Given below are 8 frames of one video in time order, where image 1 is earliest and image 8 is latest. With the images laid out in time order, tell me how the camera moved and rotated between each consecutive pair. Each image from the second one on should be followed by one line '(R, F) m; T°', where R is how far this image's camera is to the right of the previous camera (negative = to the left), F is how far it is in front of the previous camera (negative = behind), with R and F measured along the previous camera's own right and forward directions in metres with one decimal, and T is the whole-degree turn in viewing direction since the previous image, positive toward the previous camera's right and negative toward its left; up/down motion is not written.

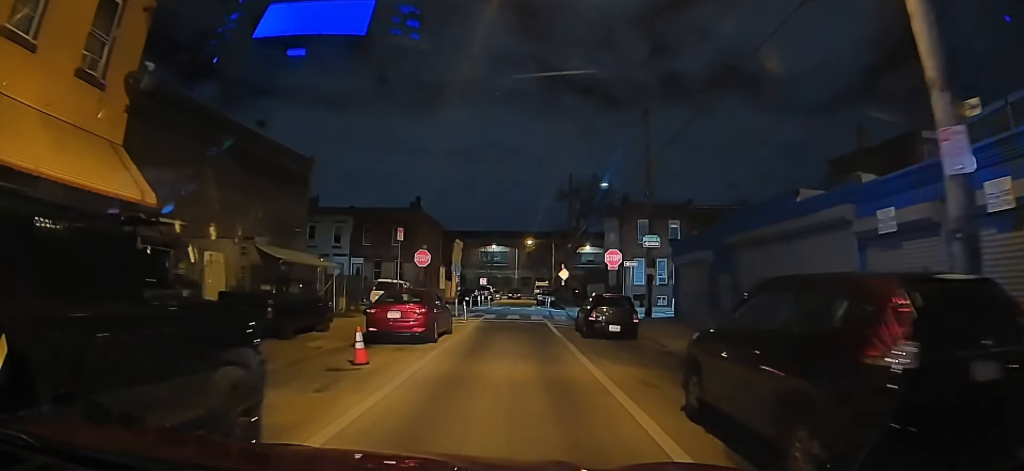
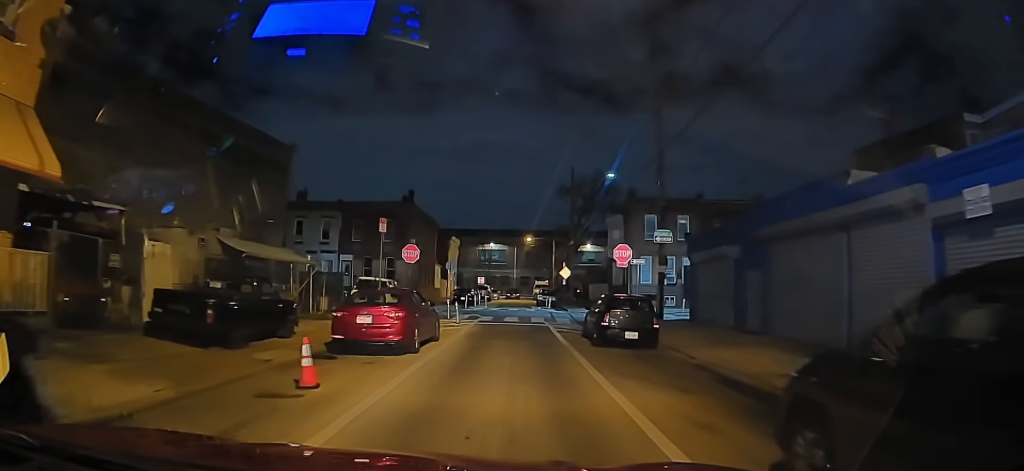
(0.0, +2.6) m; -1°
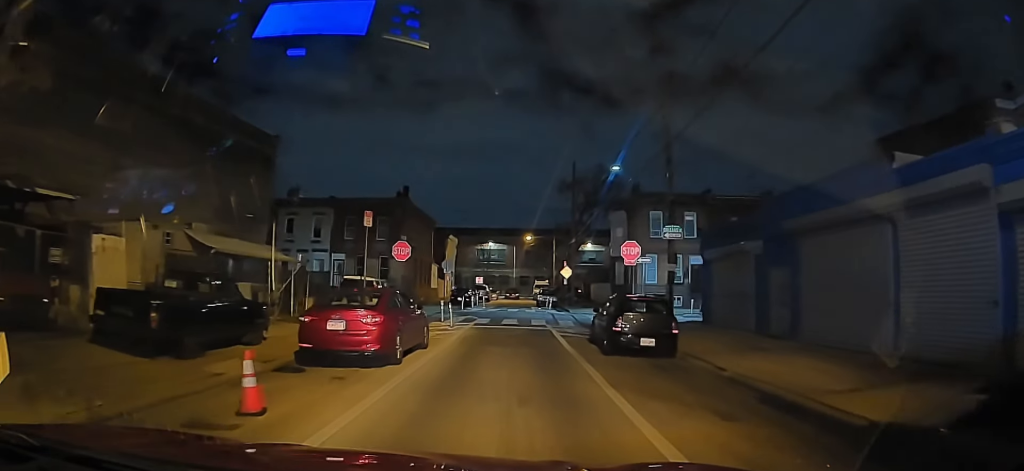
(-0.1, +1.8) m; -1°
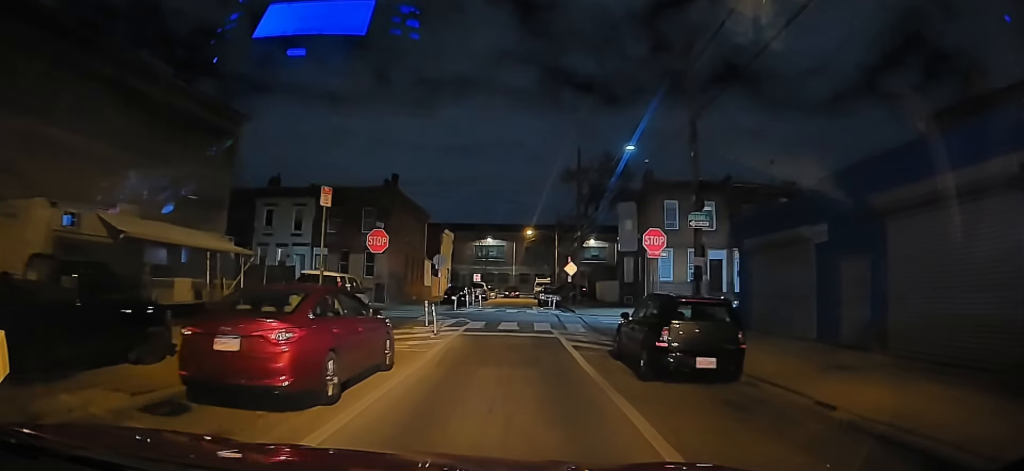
(0.0, +3.9) m; 0°
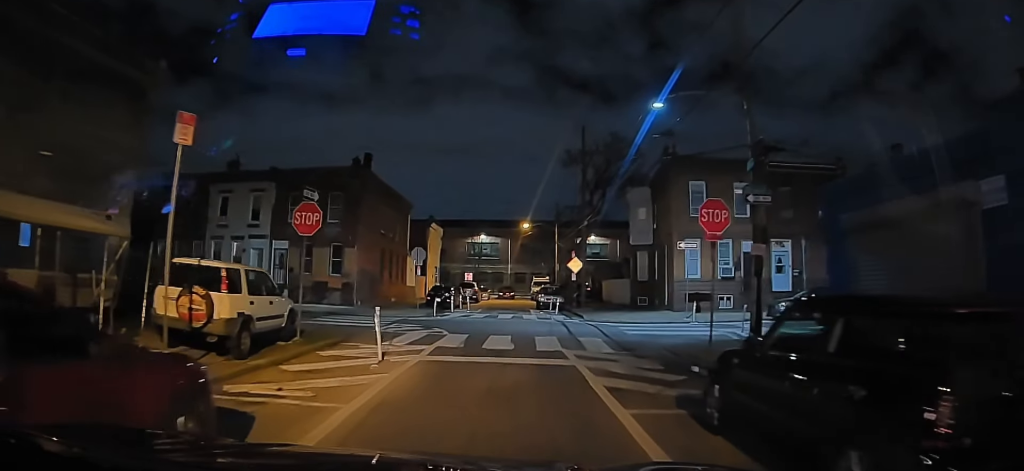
(0.0, +5.6) m; +2°
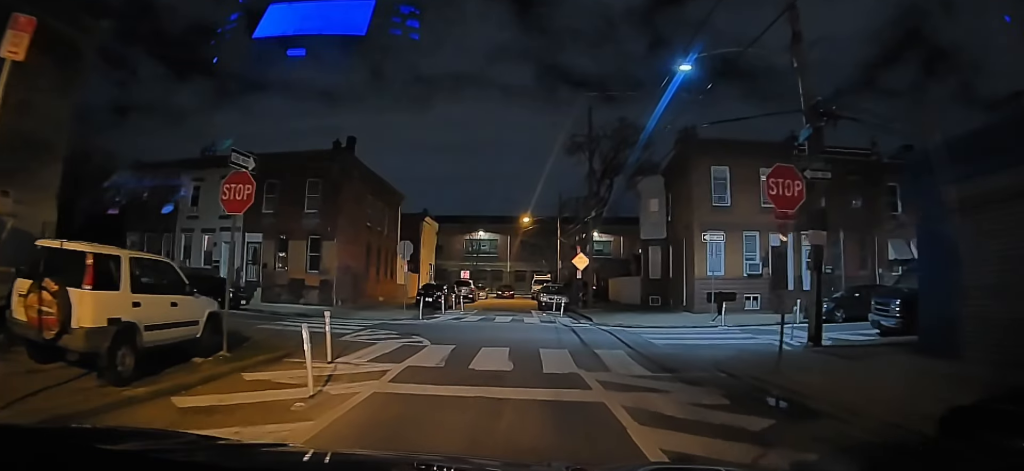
(+0.1, +2.8) m; -2°
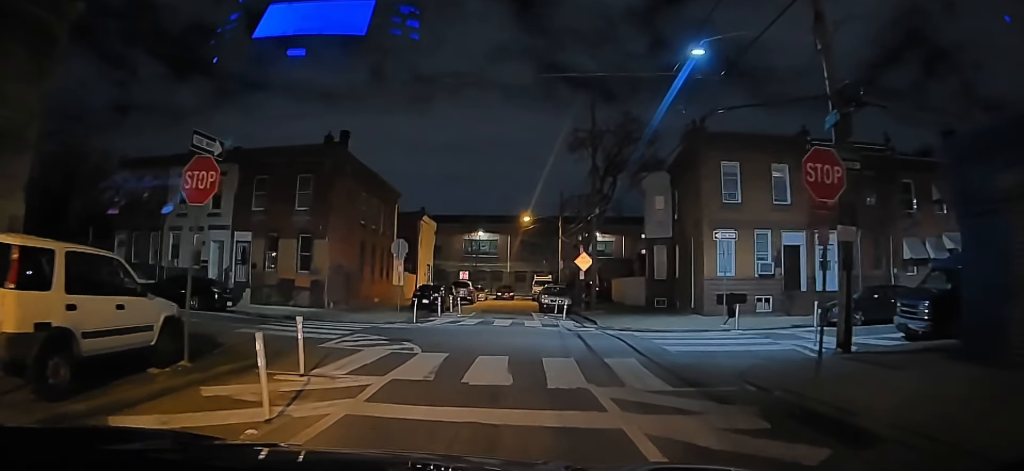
(-0.1, +0.9) m; -5°
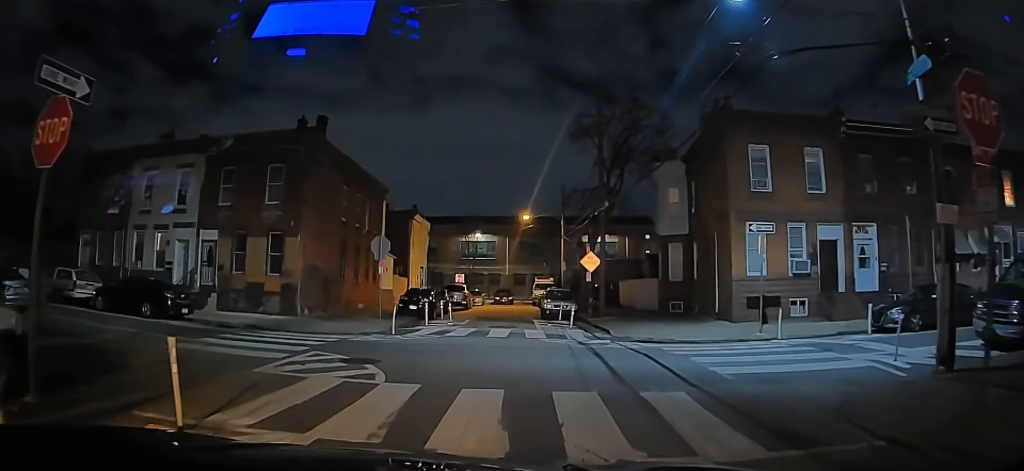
(-0.2, +2.9) m; +3°
